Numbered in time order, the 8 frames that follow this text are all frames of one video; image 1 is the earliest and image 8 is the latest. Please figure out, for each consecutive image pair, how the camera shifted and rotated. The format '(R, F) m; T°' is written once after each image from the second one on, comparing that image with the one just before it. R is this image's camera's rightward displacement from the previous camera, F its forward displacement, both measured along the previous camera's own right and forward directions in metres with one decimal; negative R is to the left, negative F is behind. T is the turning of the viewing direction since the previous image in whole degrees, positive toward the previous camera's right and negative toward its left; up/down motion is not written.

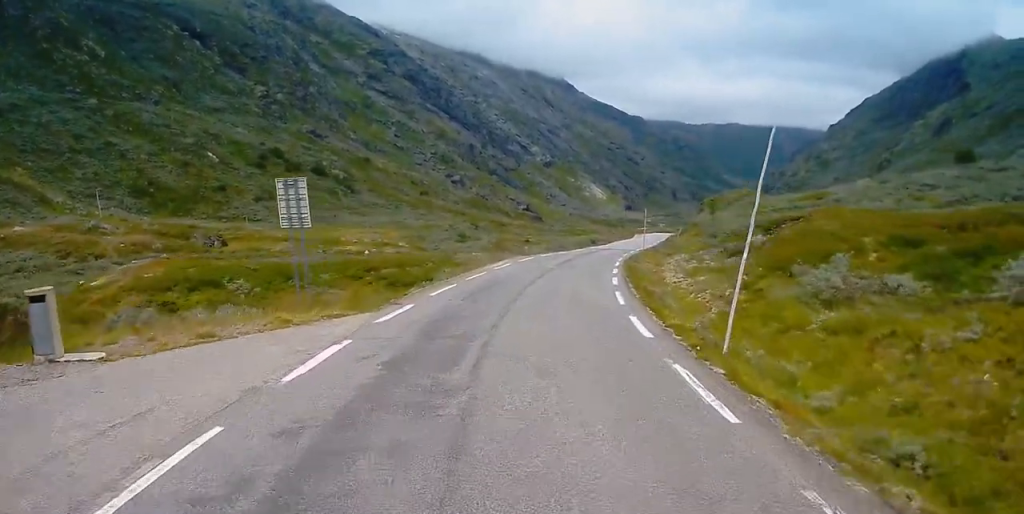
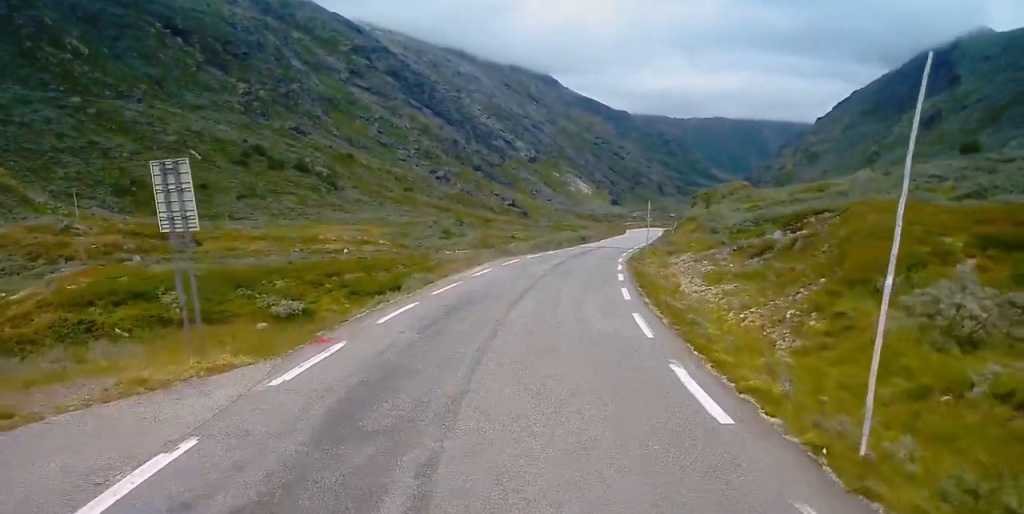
(+0.1, +6.5) m; +1°
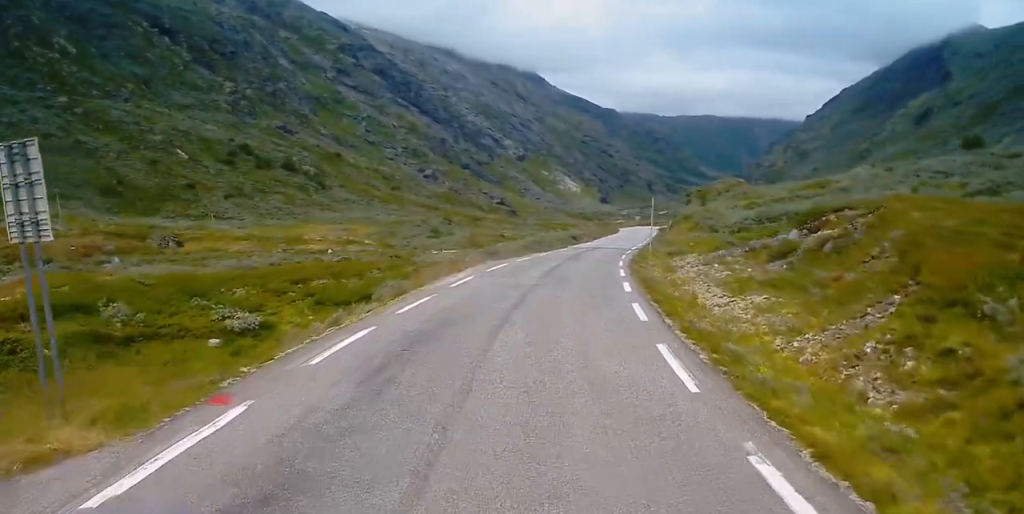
(0.0, +4.6) m; 0°
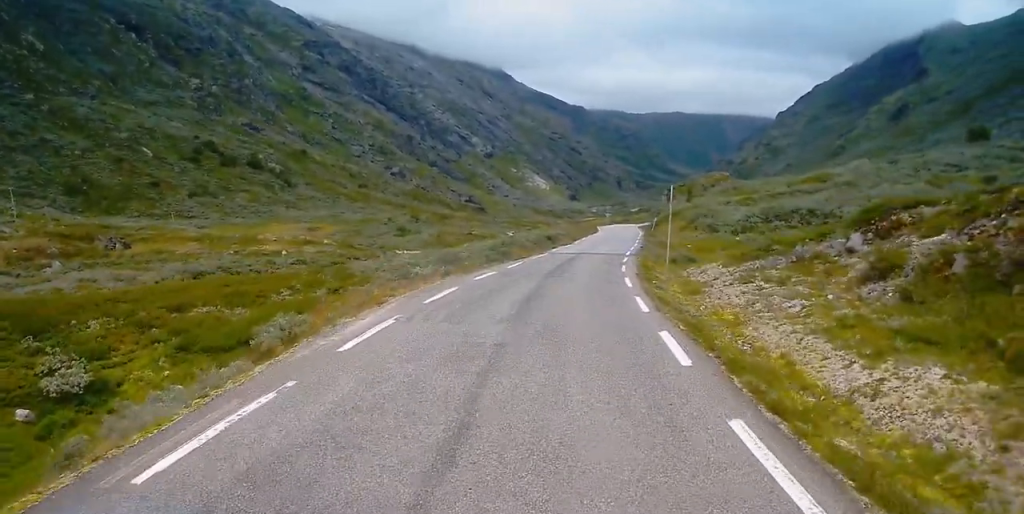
(0.0, +11.0) m; +1°
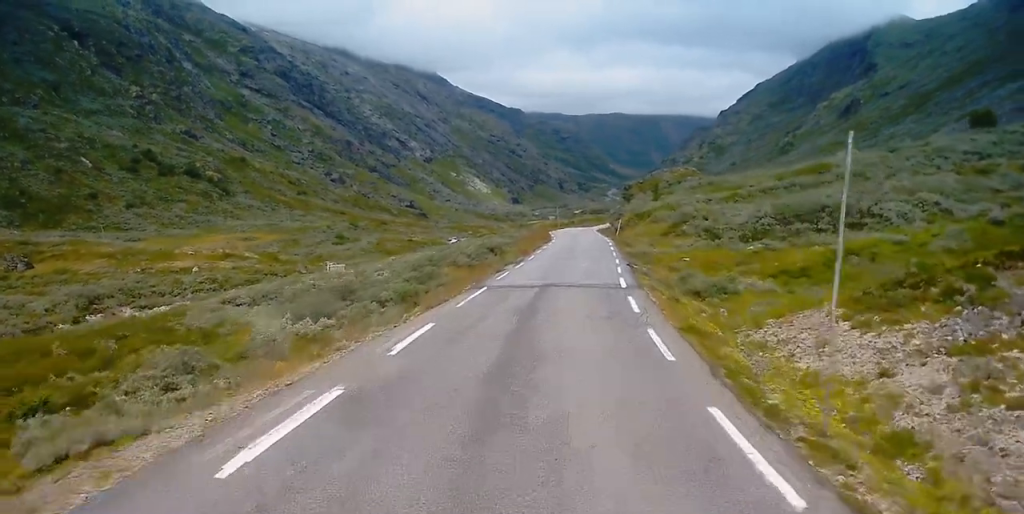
(+0.7, +17.0) m; +6°
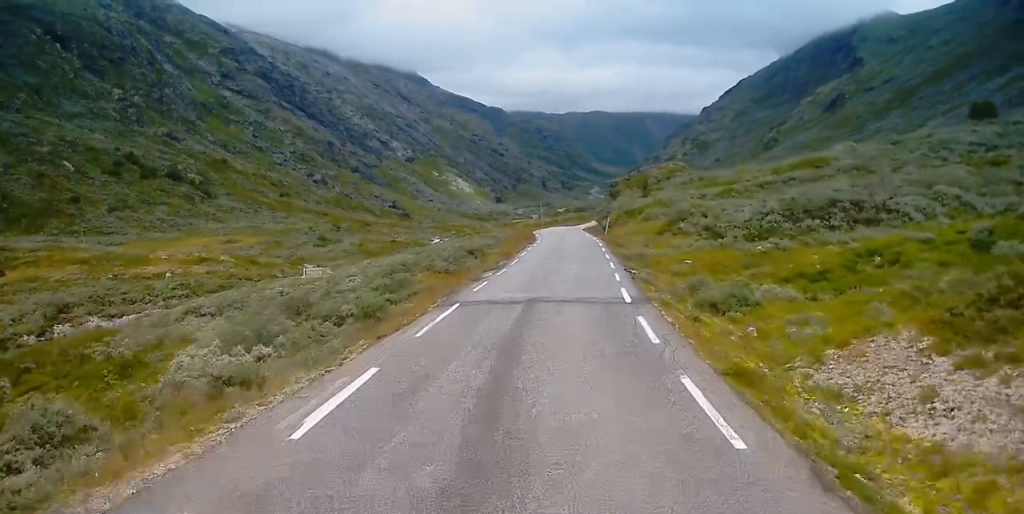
(+0.1, +4.5) m; +1°
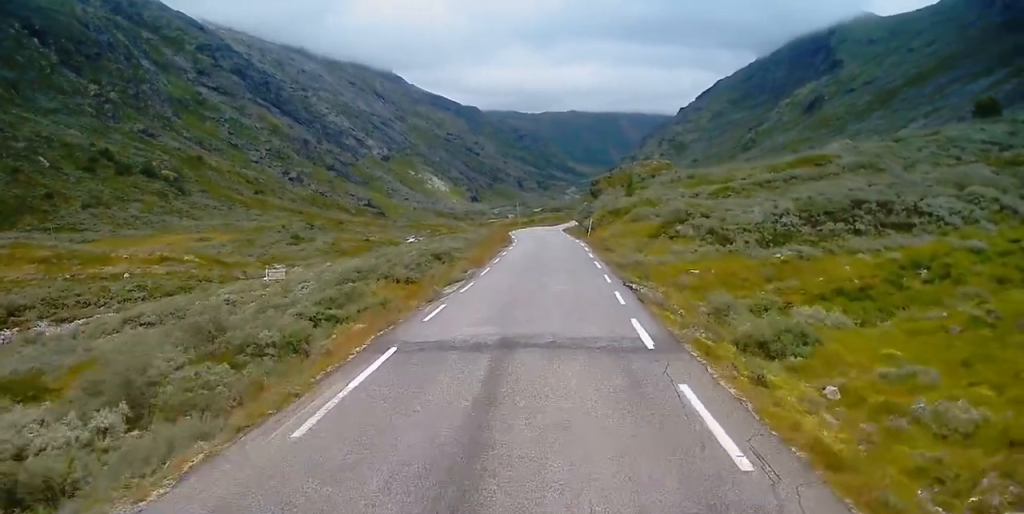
(+0.1, +6.3) m; +1°
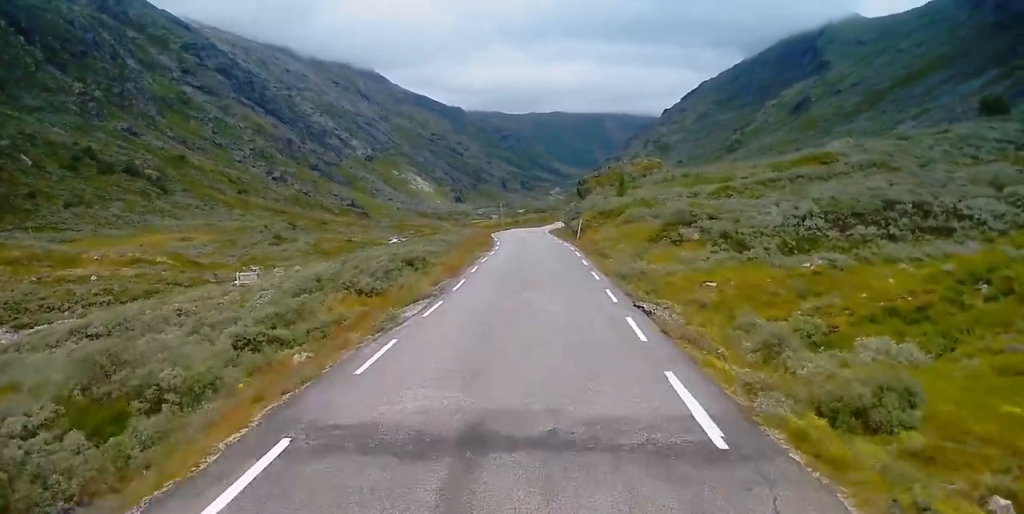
(0.0, +5.1) m; 0°
